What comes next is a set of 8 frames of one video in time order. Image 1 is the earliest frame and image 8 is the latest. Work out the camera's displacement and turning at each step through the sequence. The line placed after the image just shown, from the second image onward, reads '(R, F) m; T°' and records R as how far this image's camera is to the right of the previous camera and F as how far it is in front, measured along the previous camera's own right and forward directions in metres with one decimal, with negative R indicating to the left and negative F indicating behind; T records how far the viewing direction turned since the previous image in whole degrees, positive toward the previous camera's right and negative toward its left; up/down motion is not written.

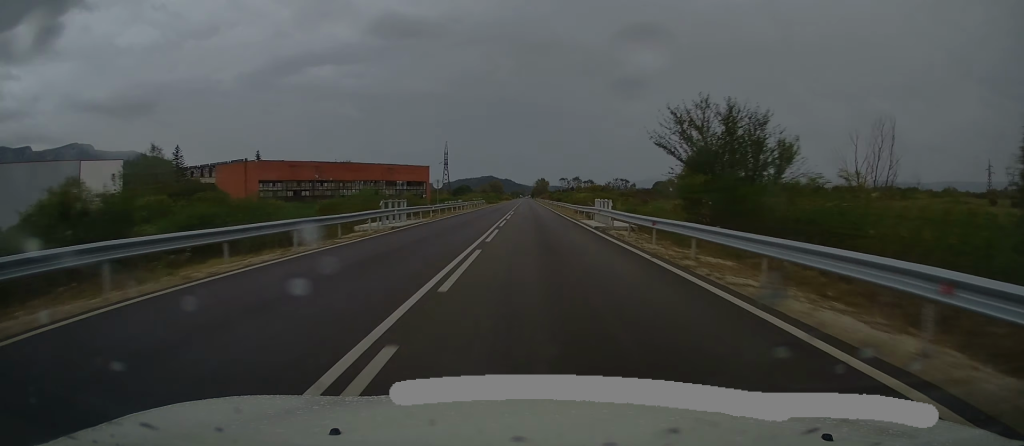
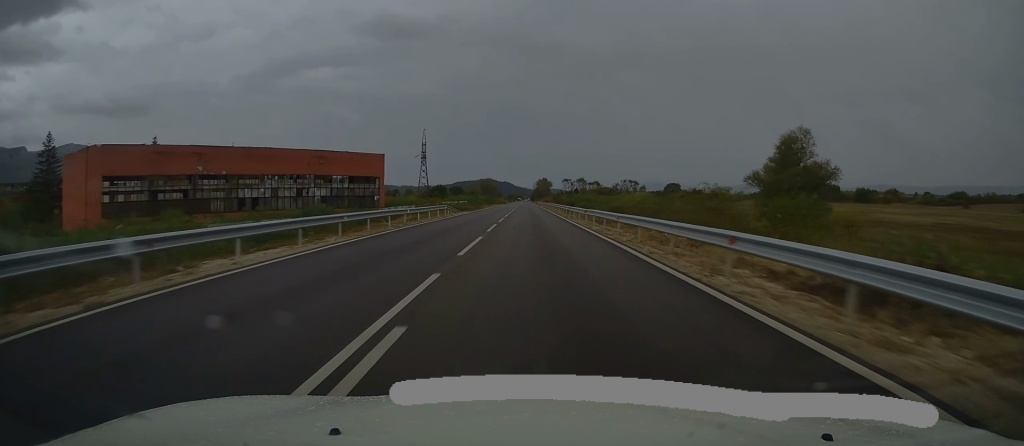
(0.0, +43.1) m; 0°
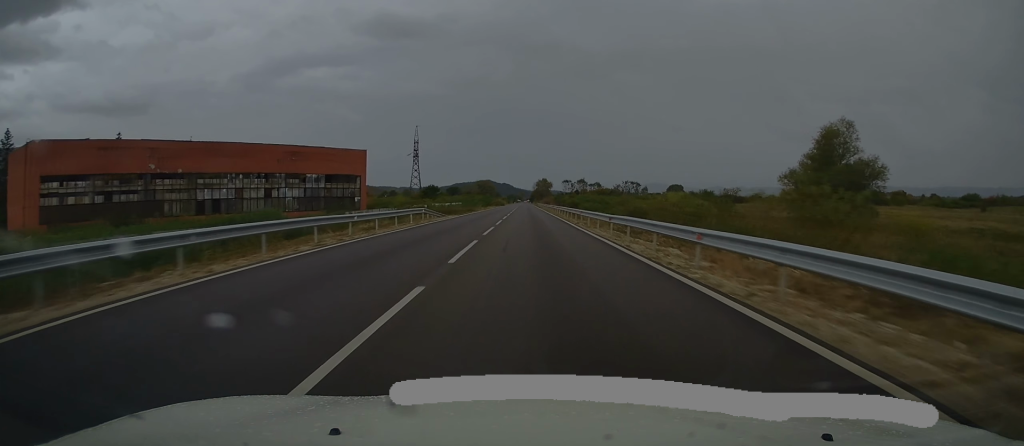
(0.0, +10.3) m; 0°
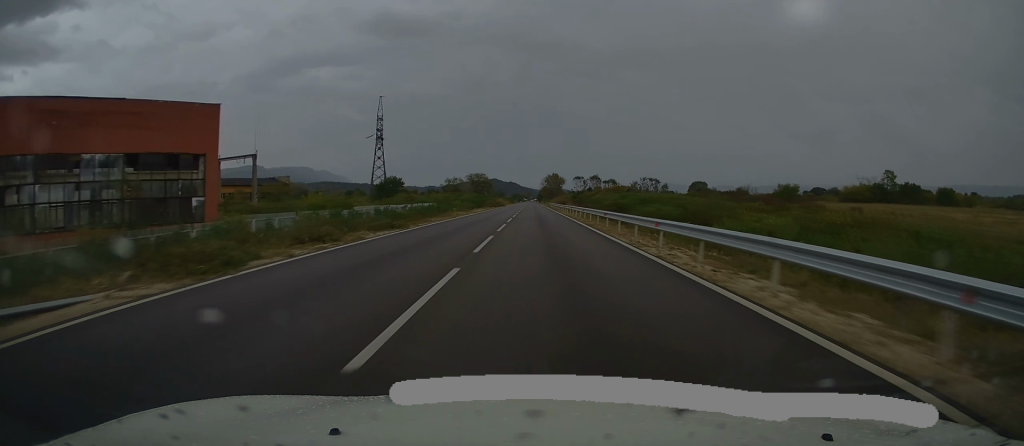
(0.0, +43.0) m; 0°
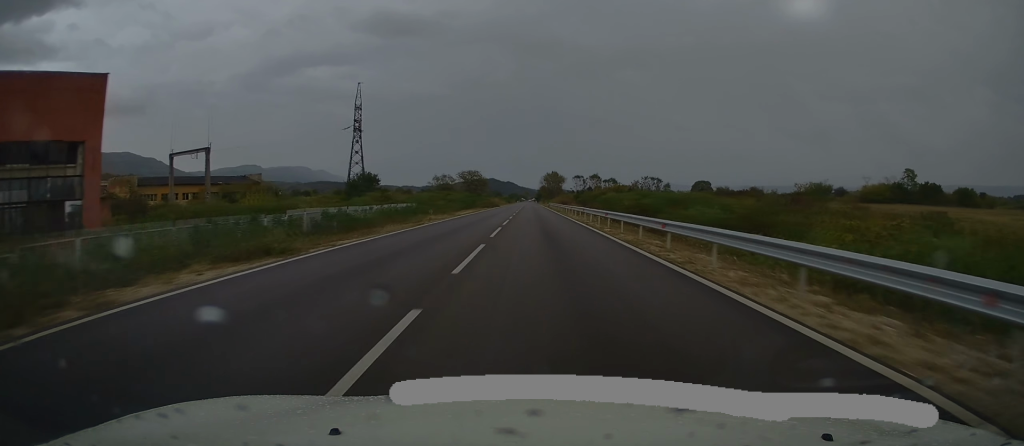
(0.0, +12.8) m; 0°
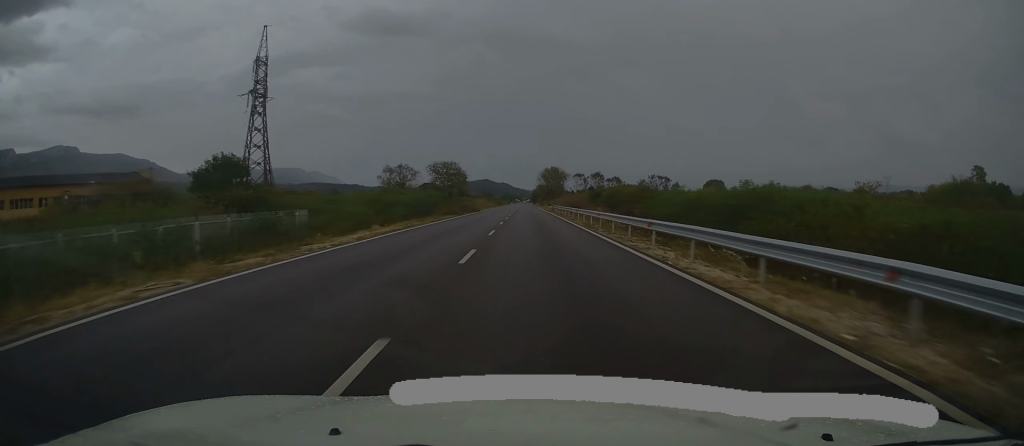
(+0.1, +34.6) m; +1°
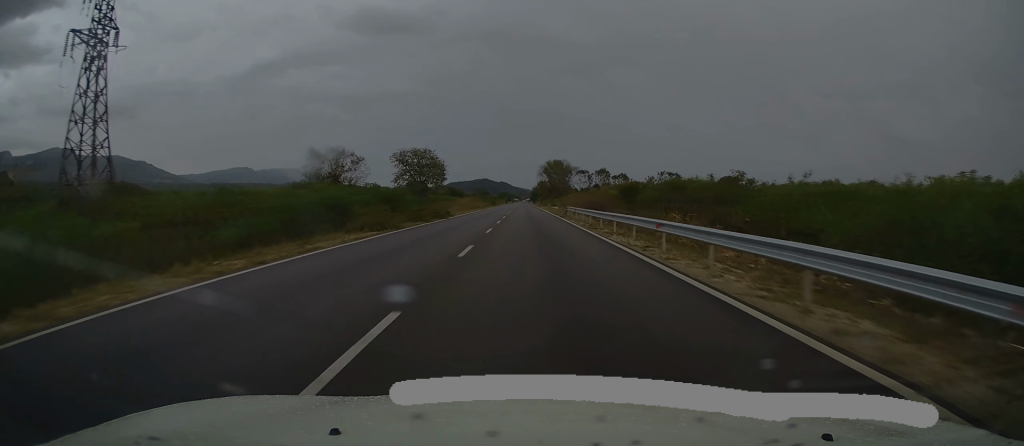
(+0.2, +25.8) m; 0°
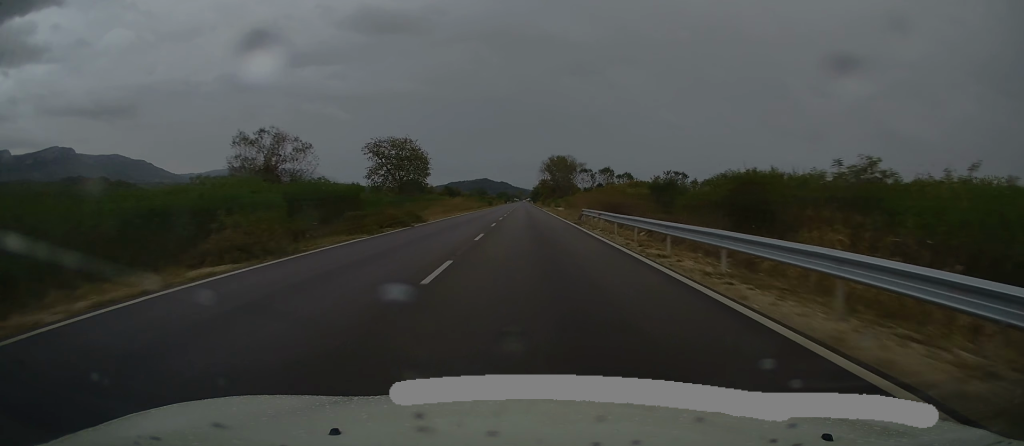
(-0.1, +12.9) m; 0°
